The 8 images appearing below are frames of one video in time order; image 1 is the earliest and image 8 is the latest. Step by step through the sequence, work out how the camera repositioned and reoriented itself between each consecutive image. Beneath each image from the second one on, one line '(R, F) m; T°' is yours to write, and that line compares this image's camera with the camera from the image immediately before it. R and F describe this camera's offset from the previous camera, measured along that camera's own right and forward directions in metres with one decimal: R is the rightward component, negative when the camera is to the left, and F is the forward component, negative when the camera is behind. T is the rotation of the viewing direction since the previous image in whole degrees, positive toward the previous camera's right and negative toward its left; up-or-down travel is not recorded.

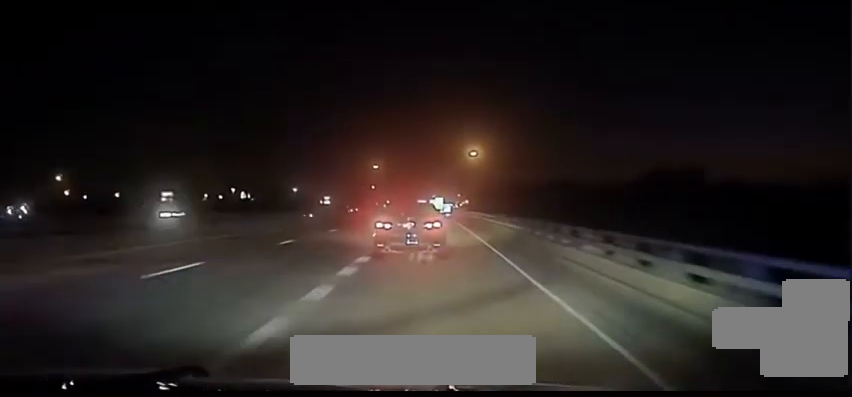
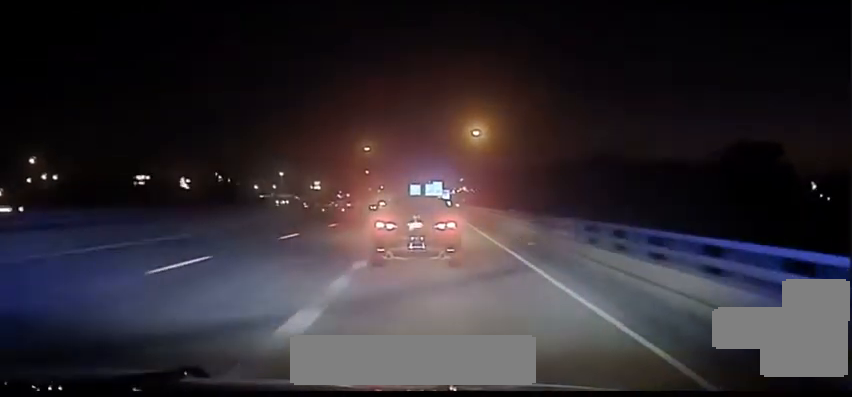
(-0.2, +56.8) m; 0°
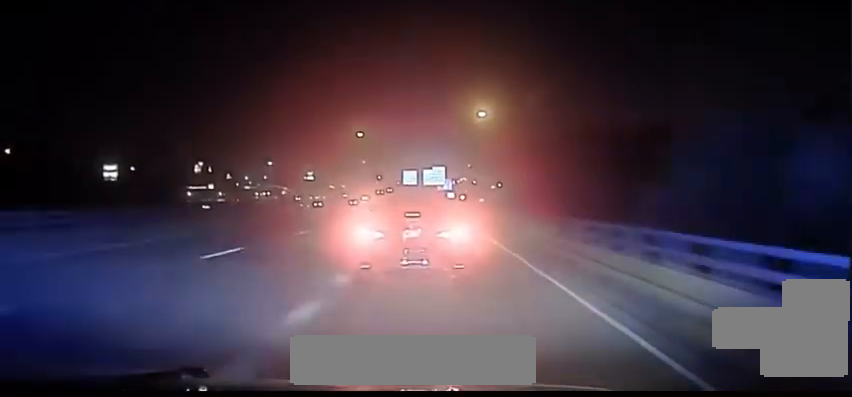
(-0.1, +55.0) m; 0°
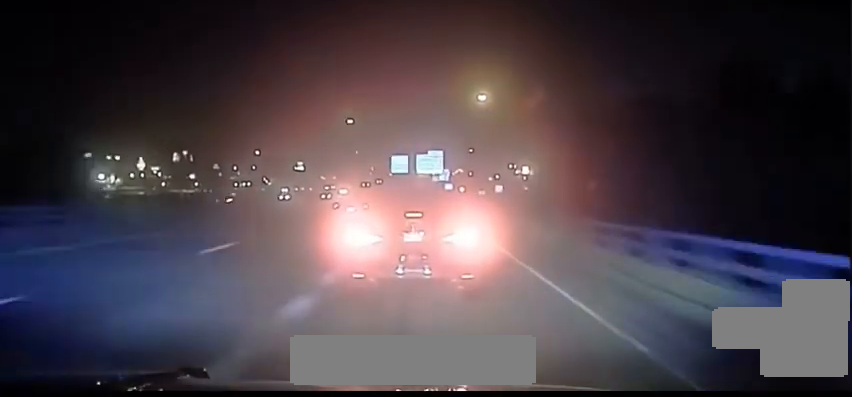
(-0.1, +39.8) m; 0°
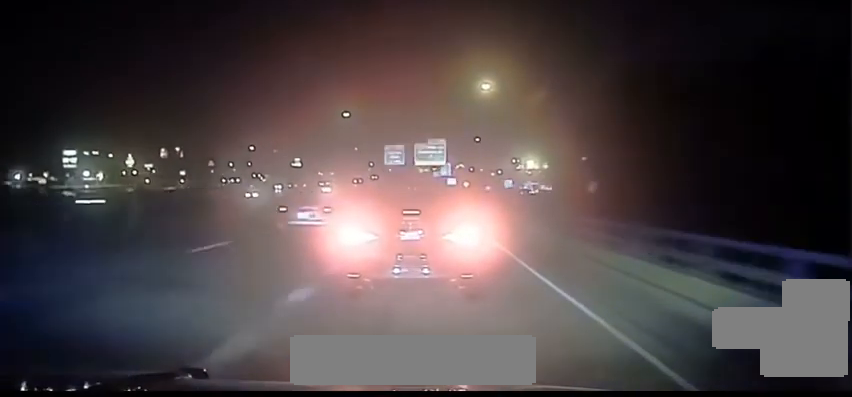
(+0.2, +25.7) m; 0°
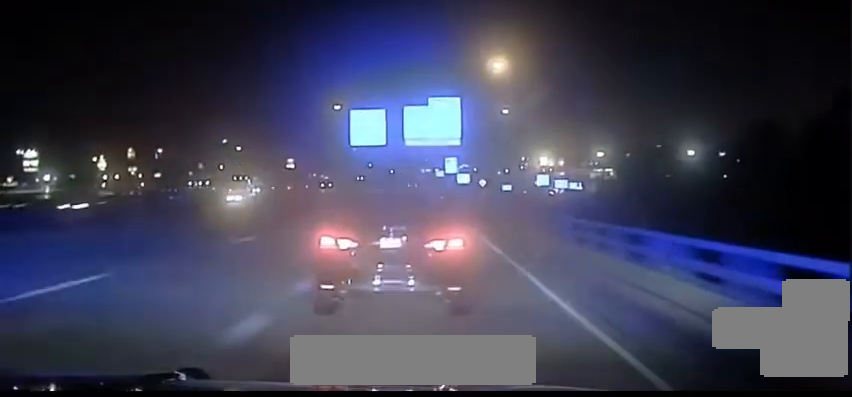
(+0.3, +59.1) m; -1°
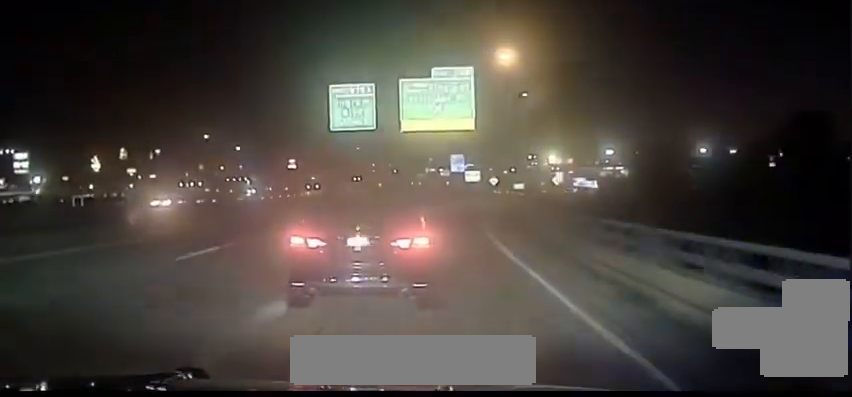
(-0.2, +17.7) m; -1°
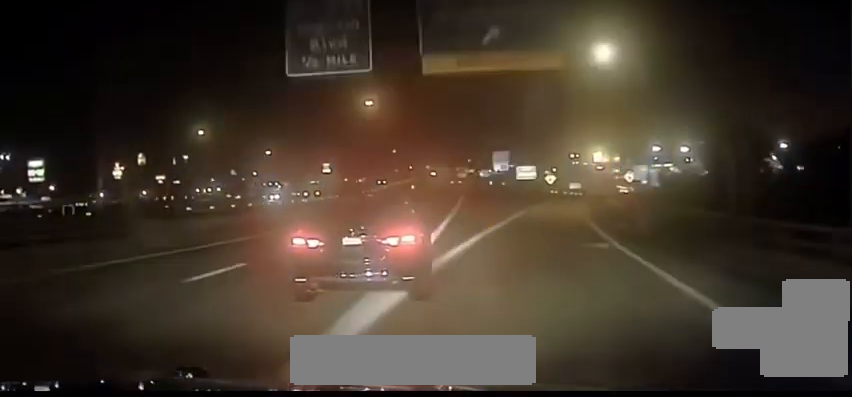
(-0.1, +27.0) m; -1°
